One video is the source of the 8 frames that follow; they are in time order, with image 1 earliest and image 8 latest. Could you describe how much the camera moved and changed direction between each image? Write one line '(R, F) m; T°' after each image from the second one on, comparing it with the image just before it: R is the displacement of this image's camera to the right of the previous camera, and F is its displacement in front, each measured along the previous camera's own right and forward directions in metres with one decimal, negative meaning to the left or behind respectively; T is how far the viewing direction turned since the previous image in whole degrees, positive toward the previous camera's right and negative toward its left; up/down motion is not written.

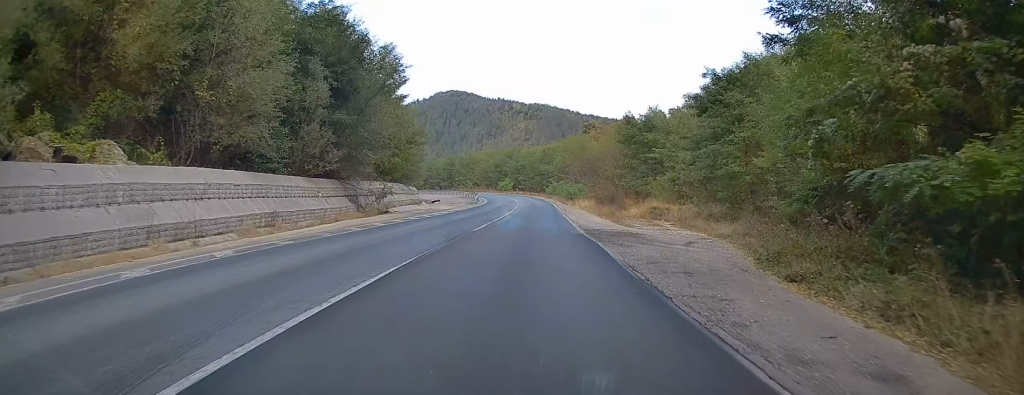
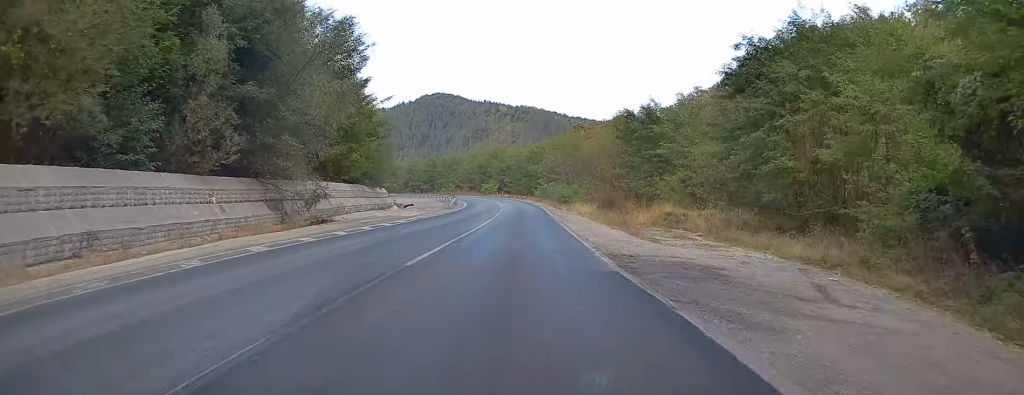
(+0.1, +11.0) m; 0°
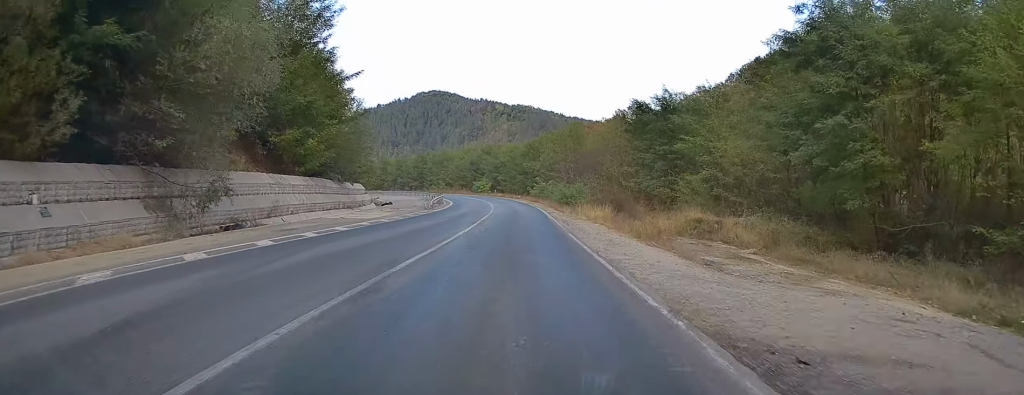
(0.0, +9.6) m; 0°
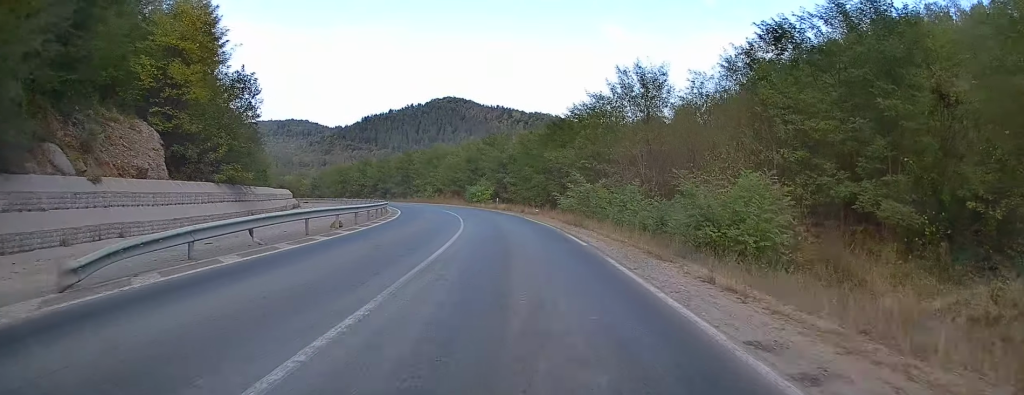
(+0.5, +38.3) m; +1°
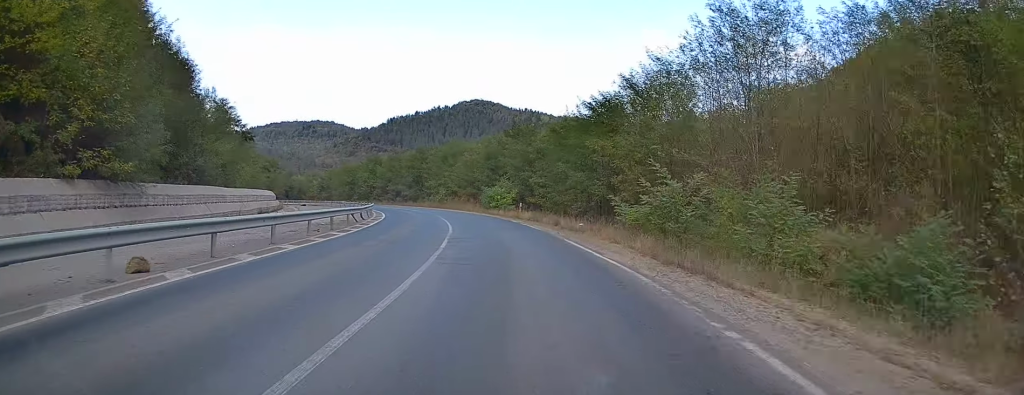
(0.0, +15.3) m; -1°
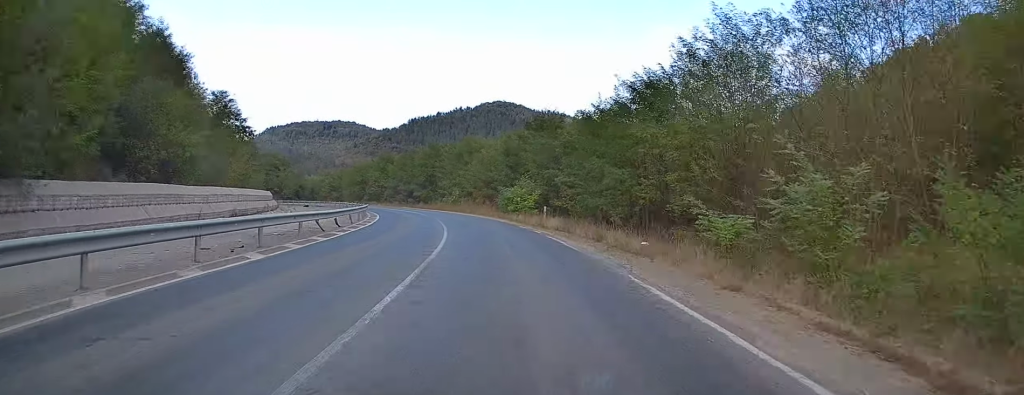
(0.0, +8.9) m; -2°
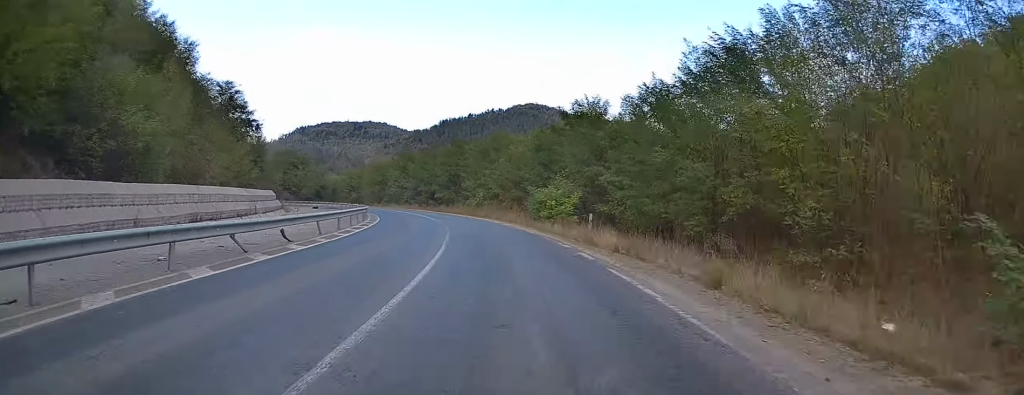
(-0.2, +9.4) m; -2°
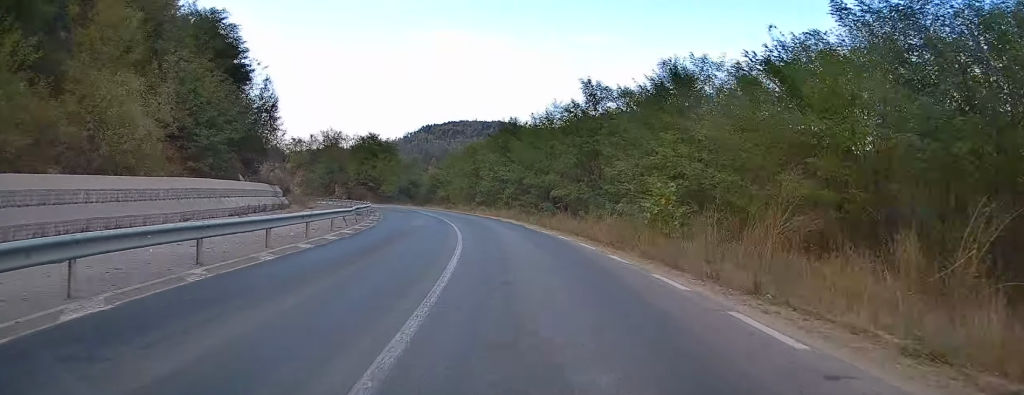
(-4.5, +40.0) m; -13°
